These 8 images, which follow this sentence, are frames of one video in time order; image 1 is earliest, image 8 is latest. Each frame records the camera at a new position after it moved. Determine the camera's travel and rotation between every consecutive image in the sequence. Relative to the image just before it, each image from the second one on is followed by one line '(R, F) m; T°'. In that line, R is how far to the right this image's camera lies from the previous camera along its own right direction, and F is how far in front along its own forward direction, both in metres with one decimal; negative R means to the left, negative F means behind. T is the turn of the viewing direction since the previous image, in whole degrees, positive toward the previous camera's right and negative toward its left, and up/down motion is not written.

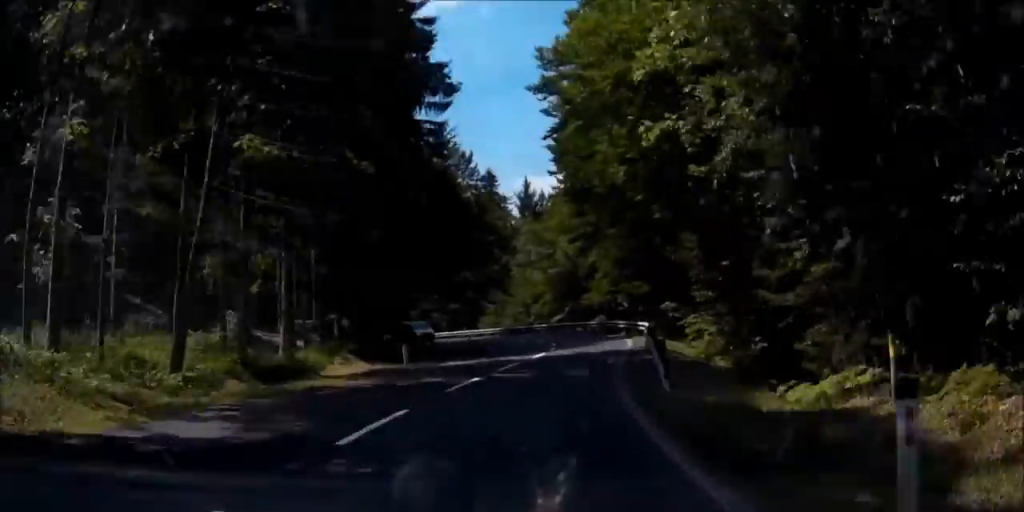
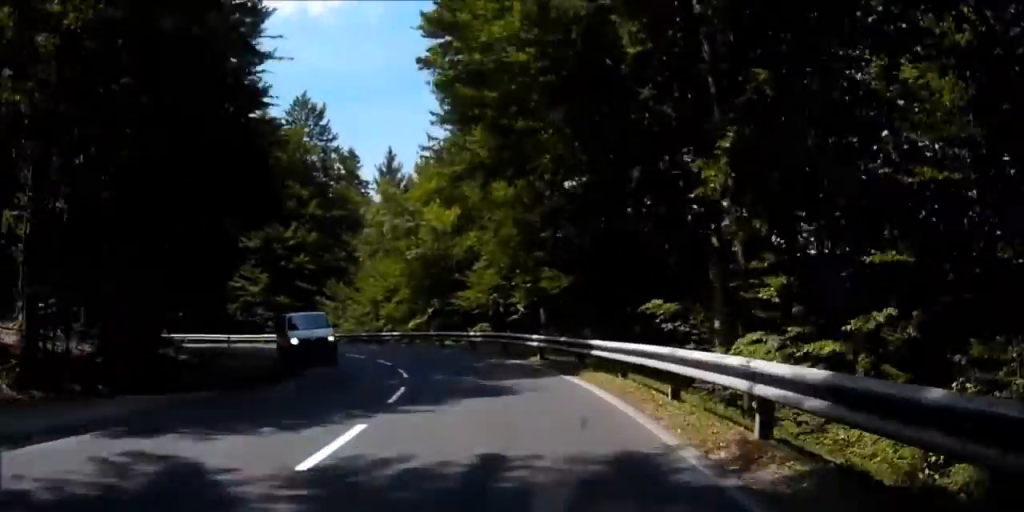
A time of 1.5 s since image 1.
(+1.9, +17.5) m; -1°
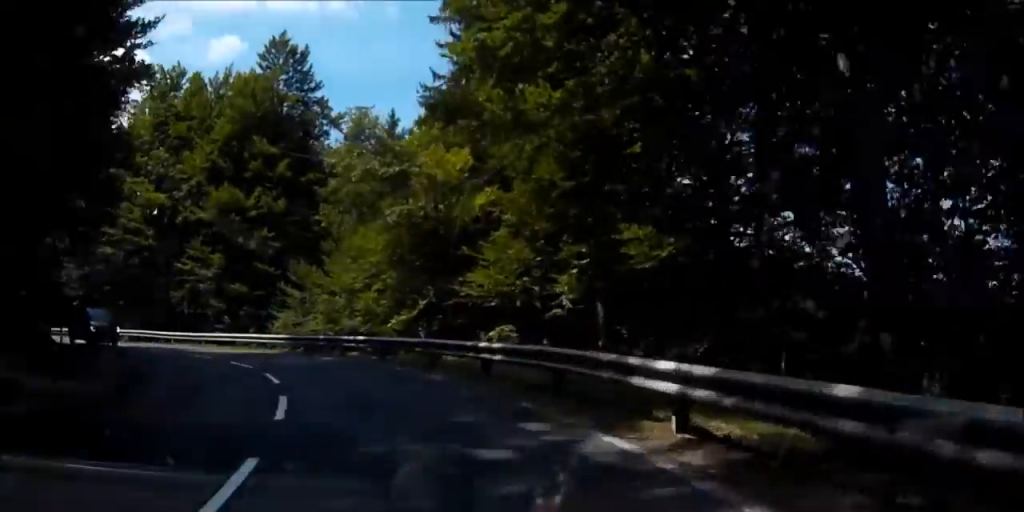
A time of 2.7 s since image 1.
(-1.5, +14.1) m; -11°
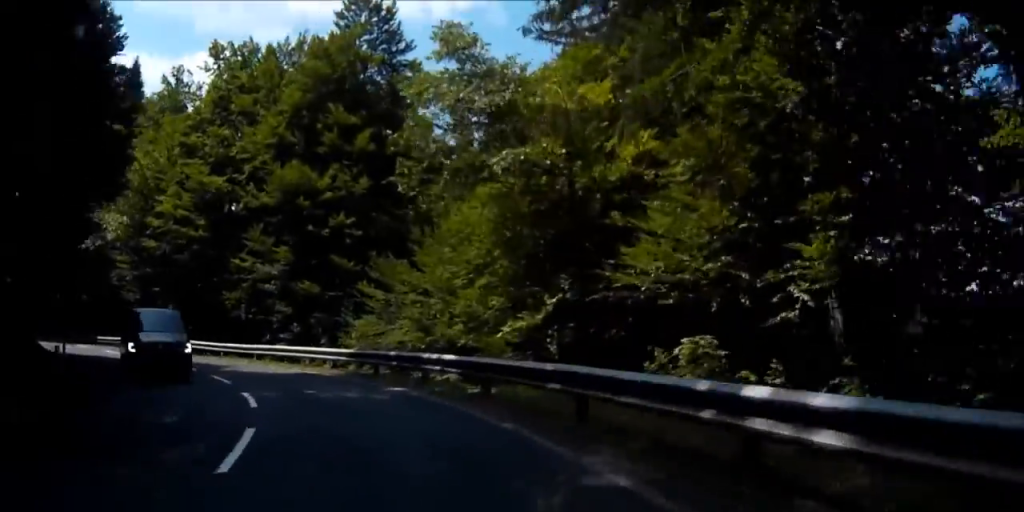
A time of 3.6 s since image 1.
(+0.4, +9.6) m; -8°
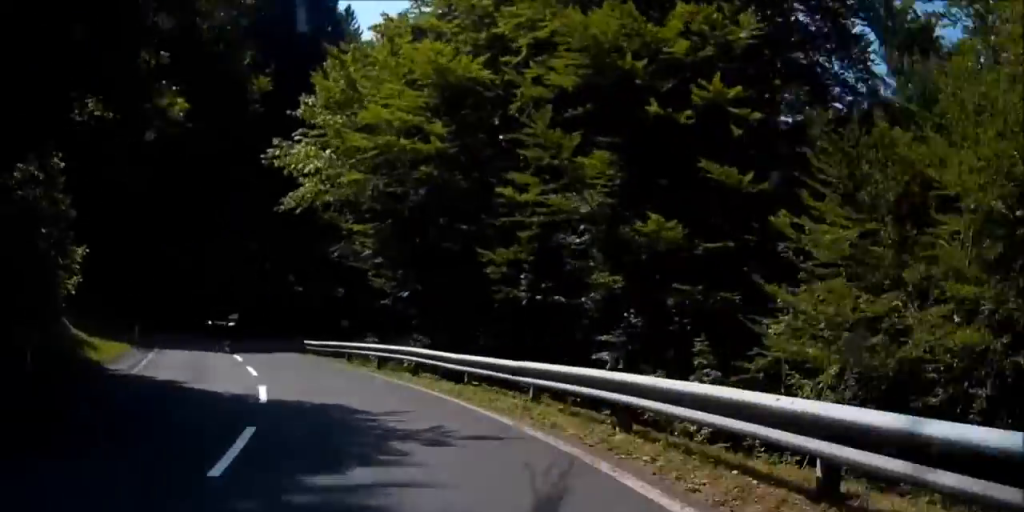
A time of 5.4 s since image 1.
(-3.8, +18.4) m; -19°
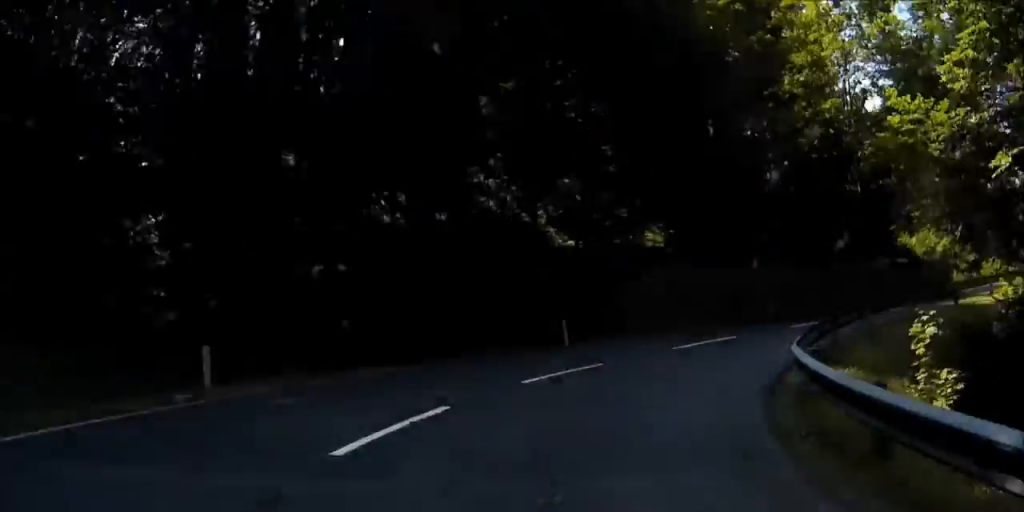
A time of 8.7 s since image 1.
(-2.6, +31.1) m; +14°
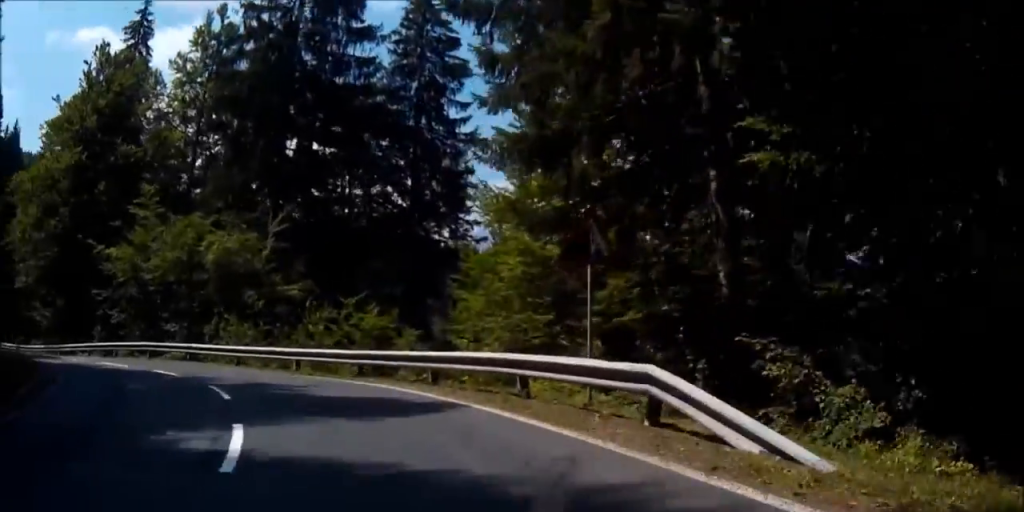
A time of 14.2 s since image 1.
(+19.6, +45.0) m; +6°
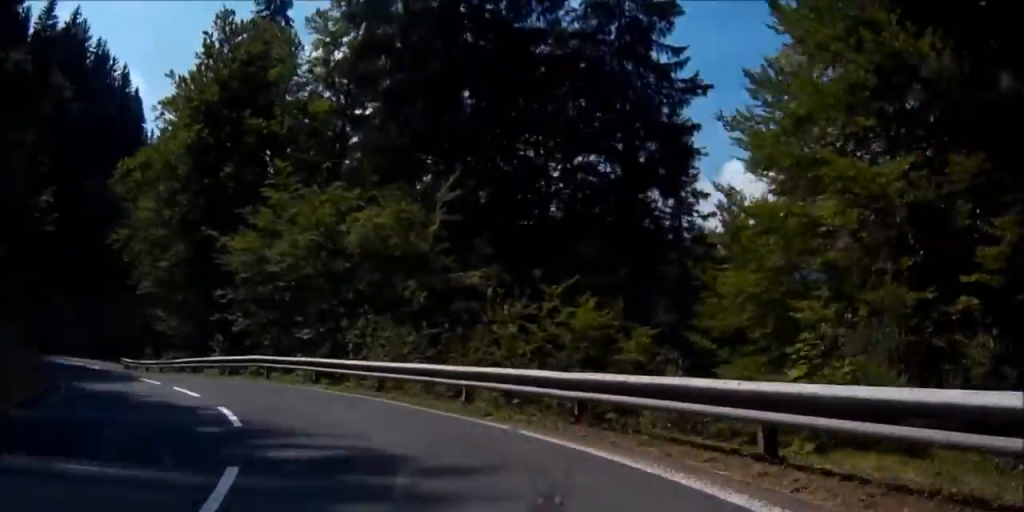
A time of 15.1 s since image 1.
(-1.0, +9.0) m; -14°
